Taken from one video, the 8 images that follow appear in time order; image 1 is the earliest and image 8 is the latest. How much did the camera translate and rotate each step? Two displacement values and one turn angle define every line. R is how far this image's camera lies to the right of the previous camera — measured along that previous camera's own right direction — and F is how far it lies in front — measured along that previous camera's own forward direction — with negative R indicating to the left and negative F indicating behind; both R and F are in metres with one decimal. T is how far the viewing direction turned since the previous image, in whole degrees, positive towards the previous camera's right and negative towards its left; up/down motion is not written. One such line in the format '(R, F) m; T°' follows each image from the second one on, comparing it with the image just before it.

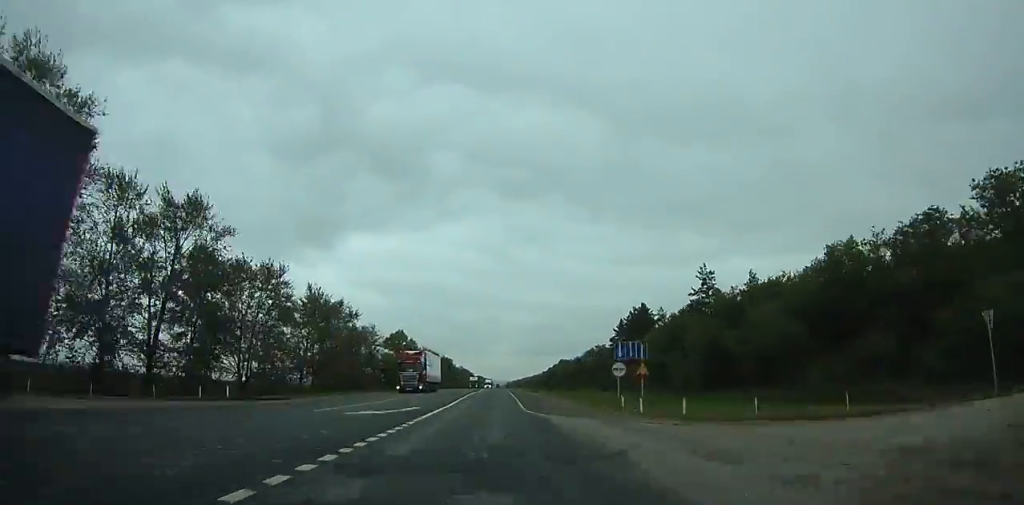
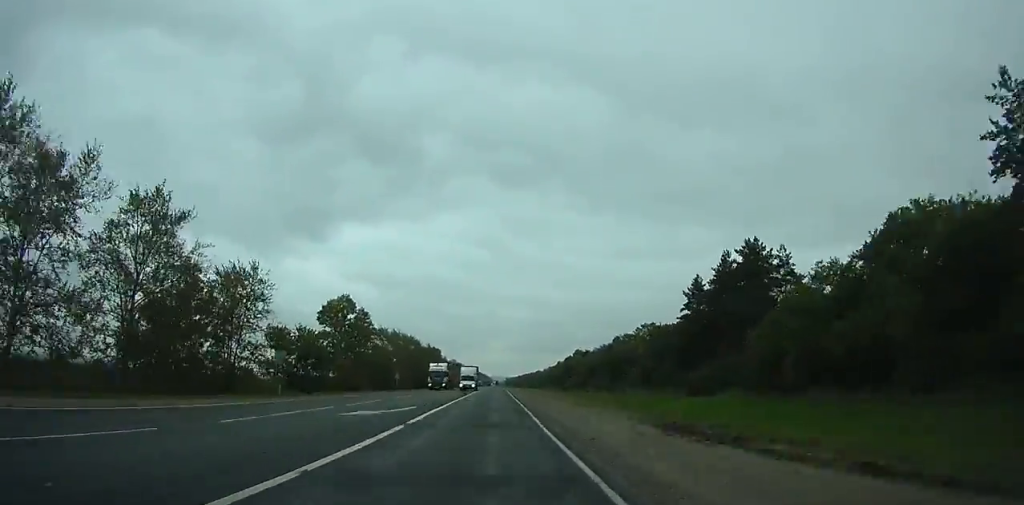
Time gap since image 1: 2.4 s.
(-0.1, +58.5) m; 0°
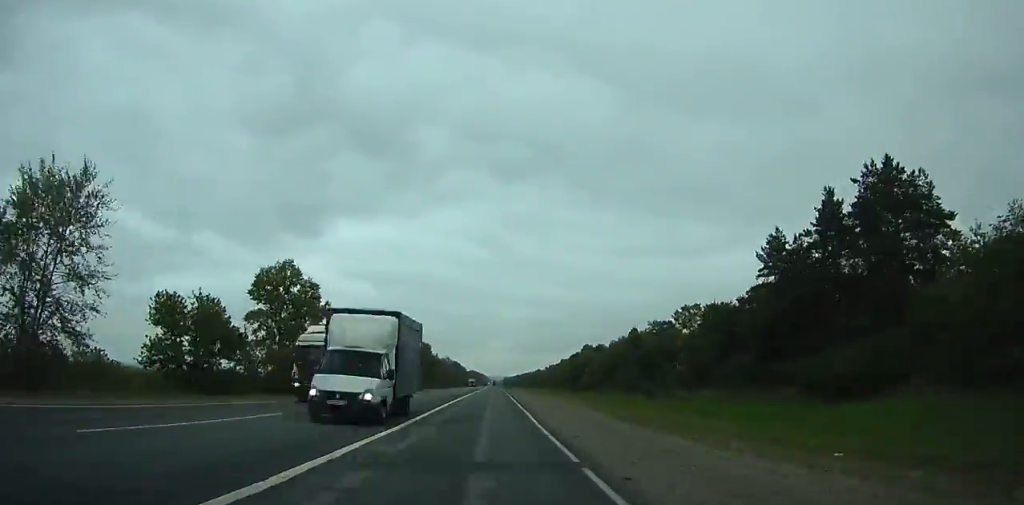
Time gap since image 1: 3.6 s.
(0.0, +29.5) m; 0°
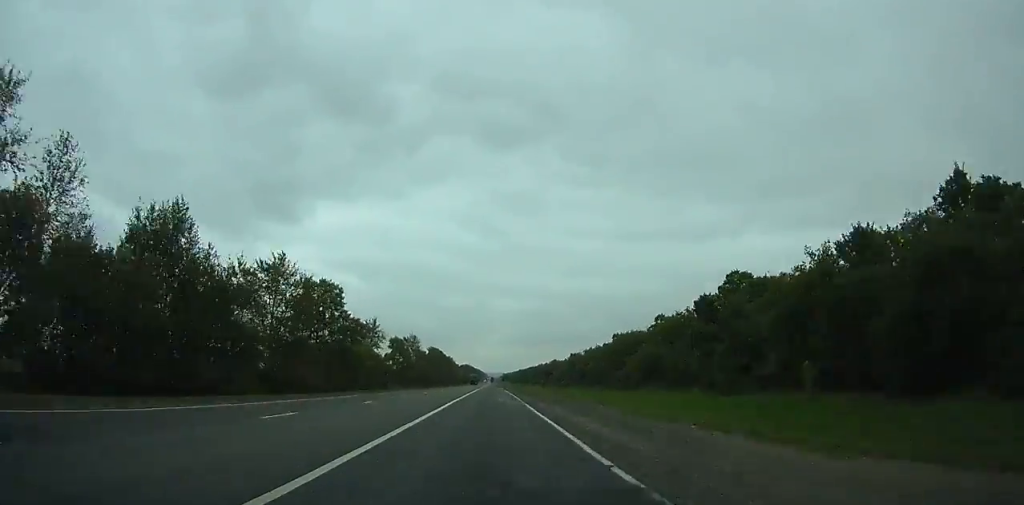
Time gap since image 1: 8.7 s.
(+0.3, +126.6) m; 0°
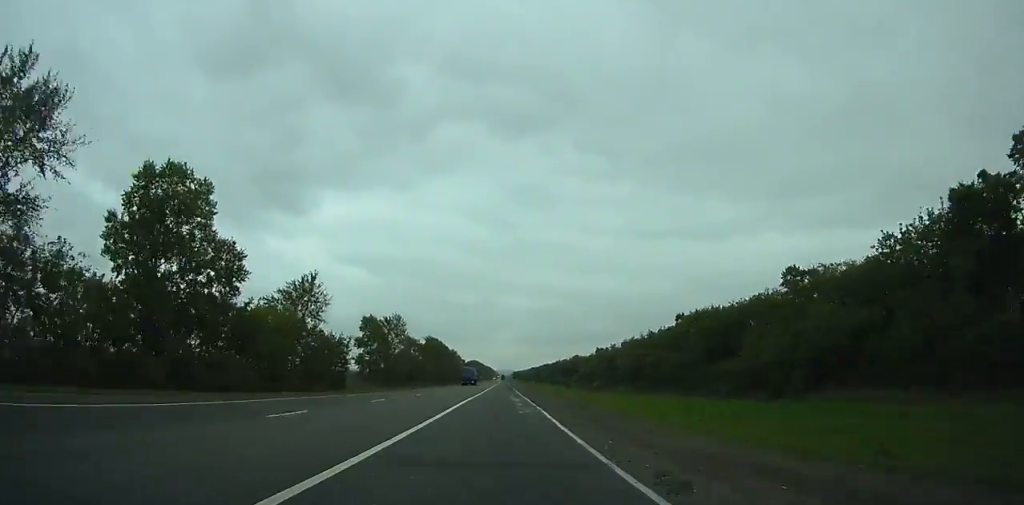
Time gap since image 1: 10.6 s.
(+0.1, +47.6) m; 0°
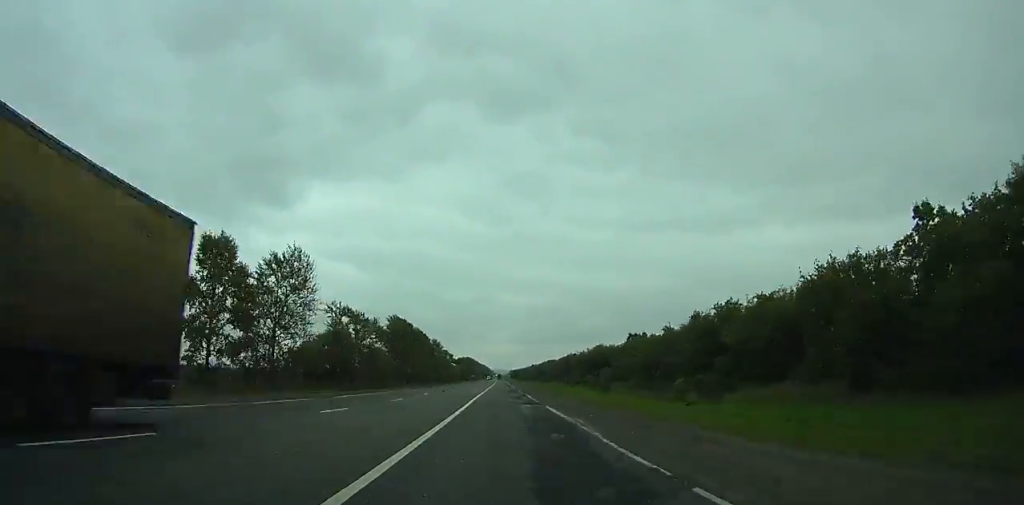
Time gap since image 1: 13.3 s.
(0.0, +67.8) m; 0°
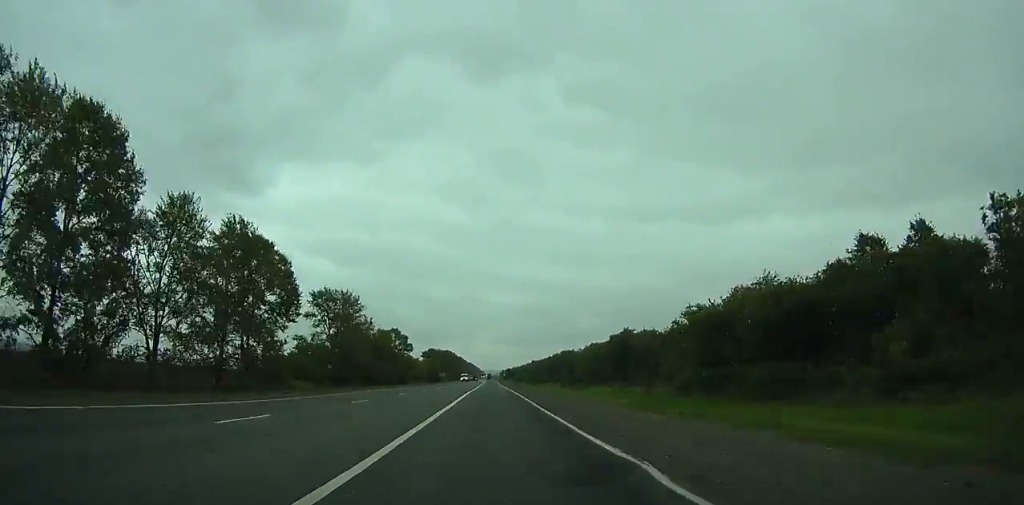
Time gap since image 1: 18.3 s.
(0.0, +125.3) m; 0°
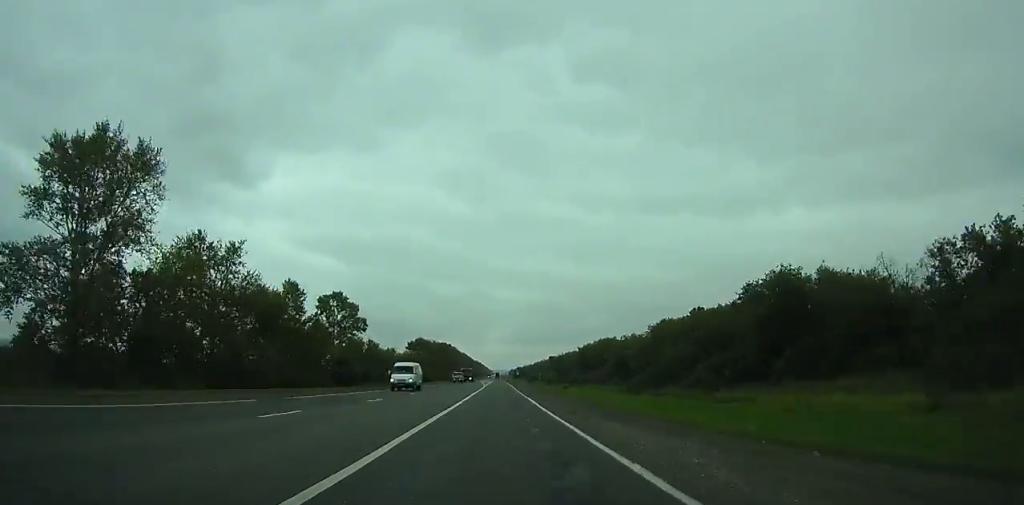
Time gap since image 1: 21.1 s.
(+0.4, +69.8) m; 0°
